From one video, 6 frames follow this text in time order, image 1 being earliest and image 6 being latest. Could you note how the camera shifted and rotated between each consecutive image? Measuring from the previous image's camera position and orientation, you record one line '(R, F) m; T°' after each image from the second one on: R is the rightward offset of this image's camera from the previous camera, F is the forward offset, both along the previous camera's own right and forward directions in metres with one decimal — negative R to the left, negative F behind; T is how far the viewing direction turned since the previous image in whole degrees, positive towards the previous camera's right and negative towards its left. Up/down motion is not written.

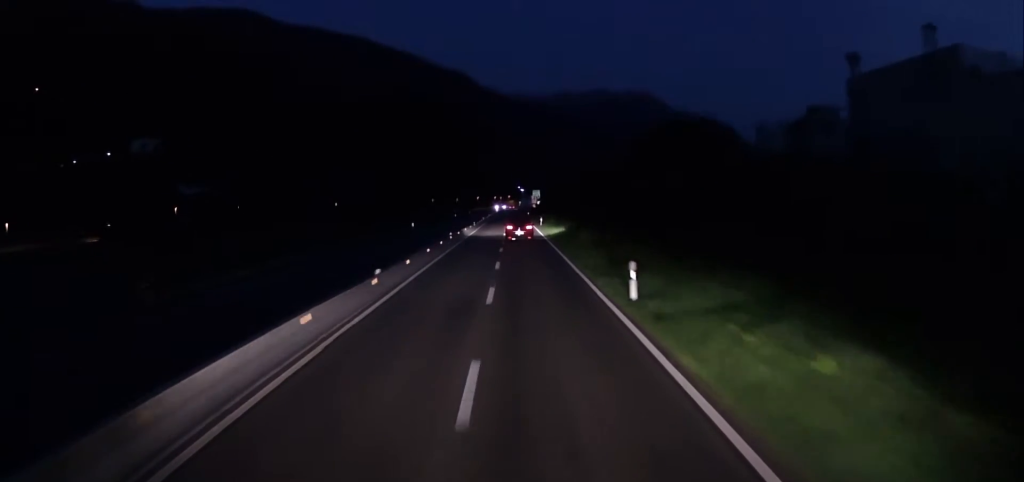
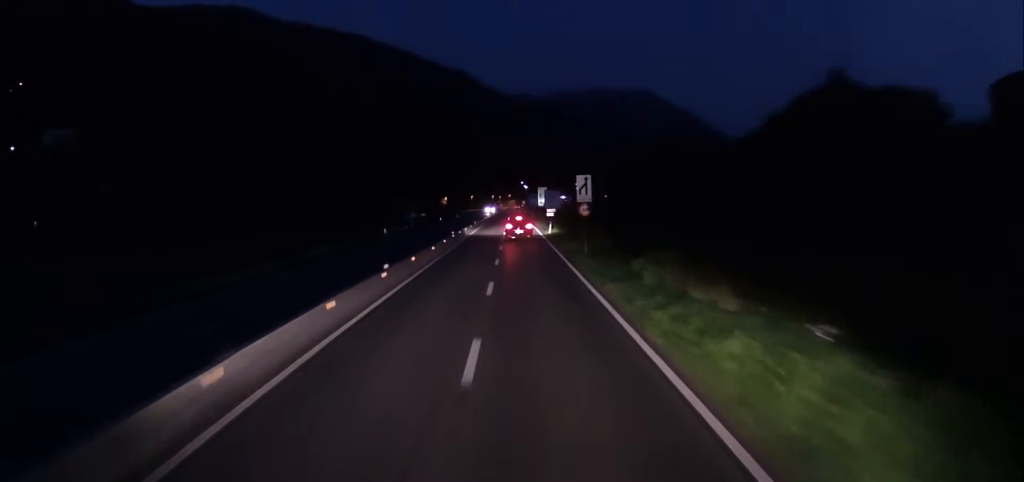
(-0.7, +70.0) m; -1°
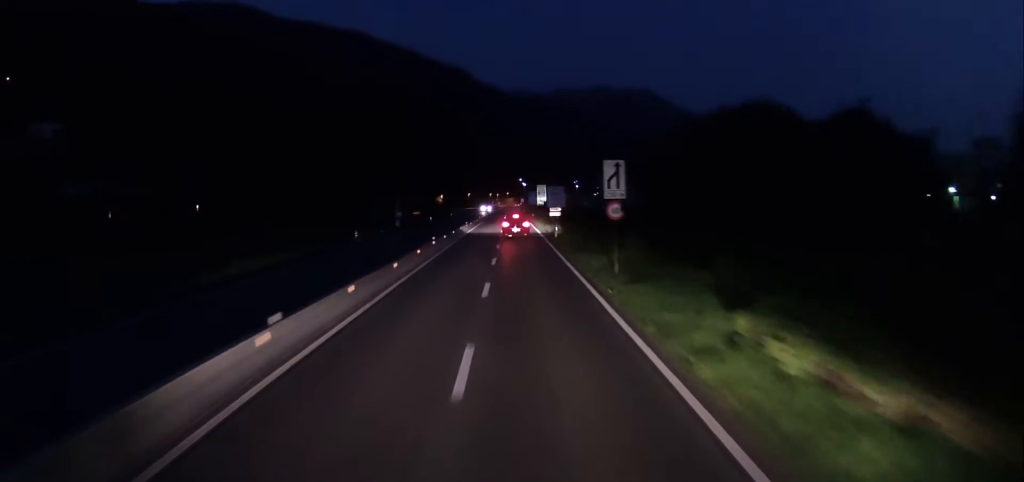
(0.0, +9.9) m; 0°
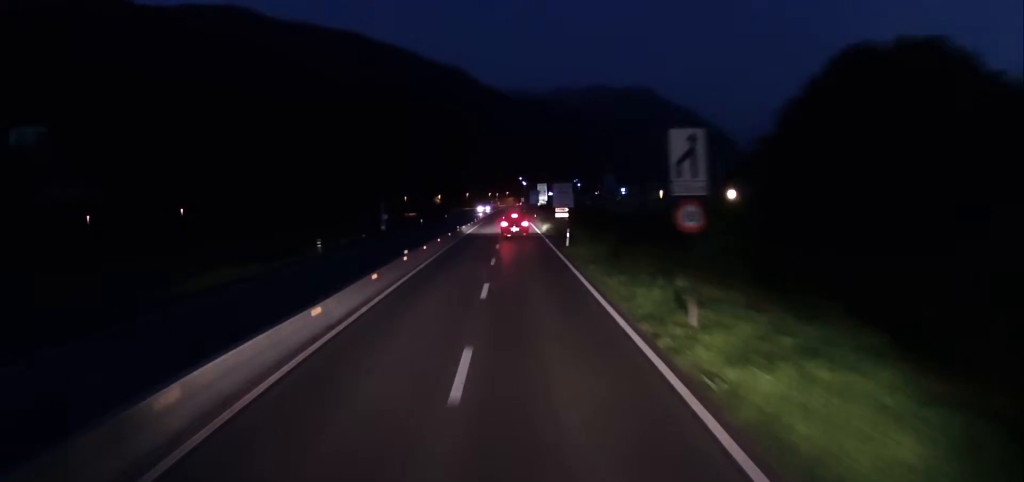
(0.0, +9.2) m; 0°
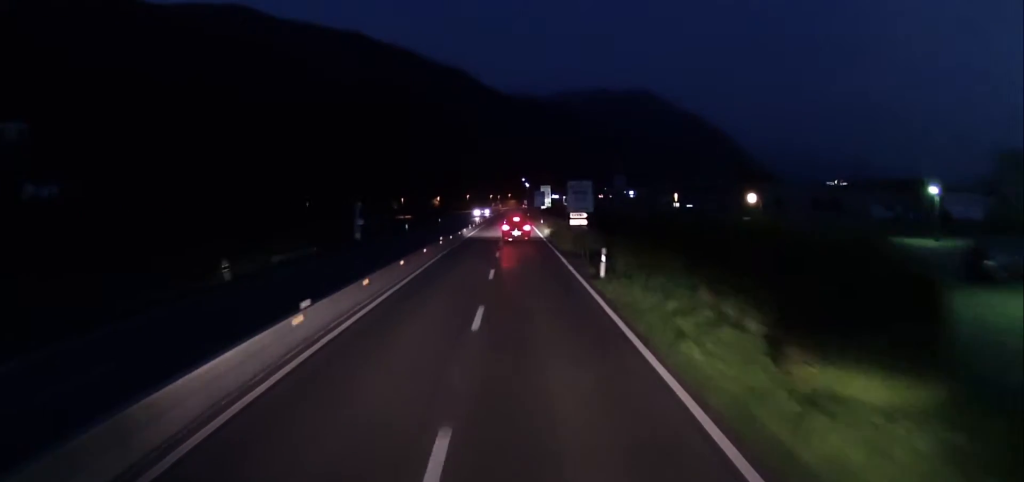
(0.0, +13.1) m; 0°
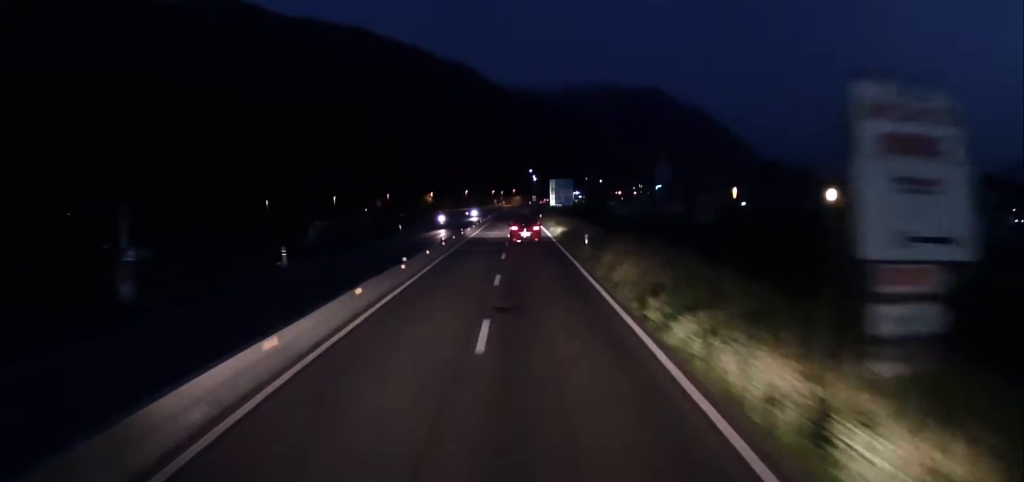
(+0.4, +39.2) m; +1°
